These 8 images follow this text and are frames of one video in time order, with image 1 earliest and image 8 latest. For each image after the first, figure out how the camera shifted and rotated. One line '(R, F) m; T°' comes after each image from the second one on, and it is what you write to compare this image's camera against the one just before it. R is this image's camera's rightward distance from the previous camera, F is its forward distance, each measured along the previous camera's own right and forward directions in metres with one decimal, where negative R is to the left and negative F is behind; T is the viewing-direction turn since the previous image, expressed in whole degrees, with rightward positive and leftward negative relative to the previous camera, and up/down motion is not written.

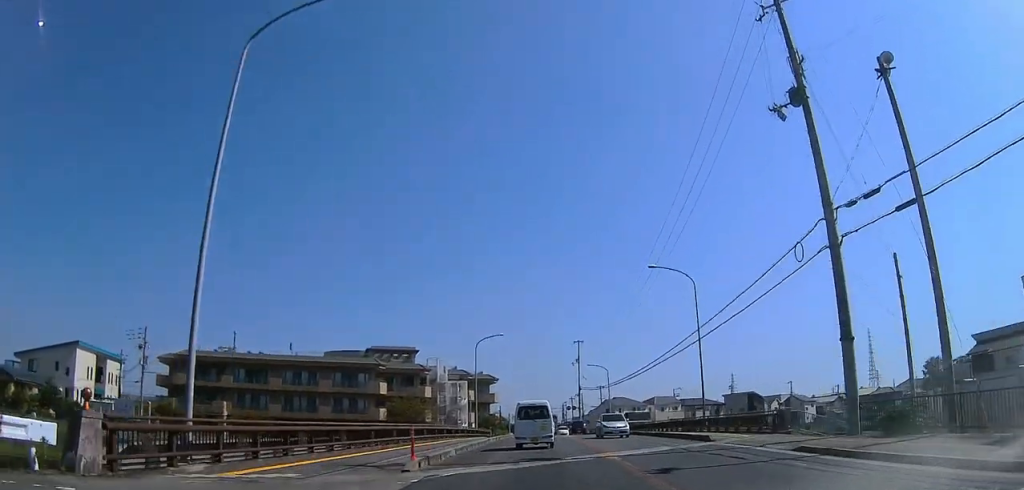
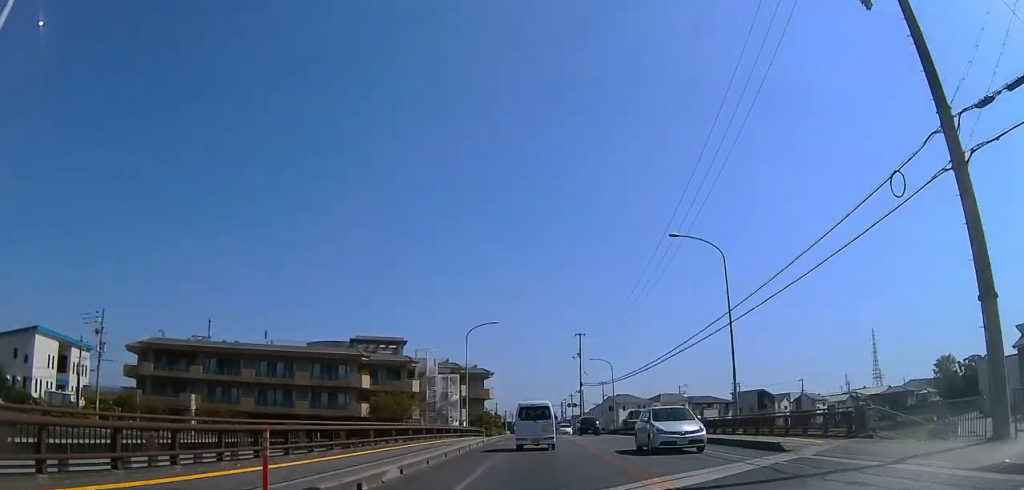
(-0.9, +7.9) m; 0°
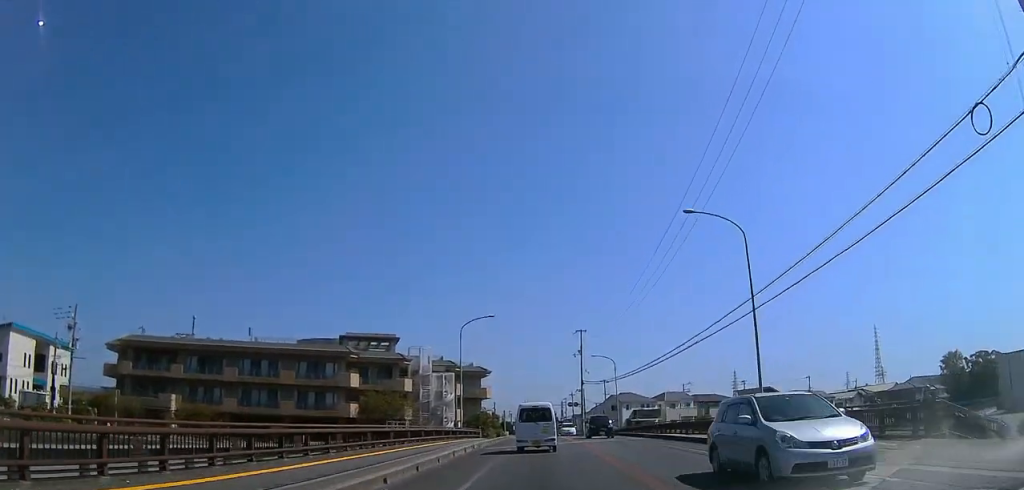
(+0.3, +4.4) m; +2°
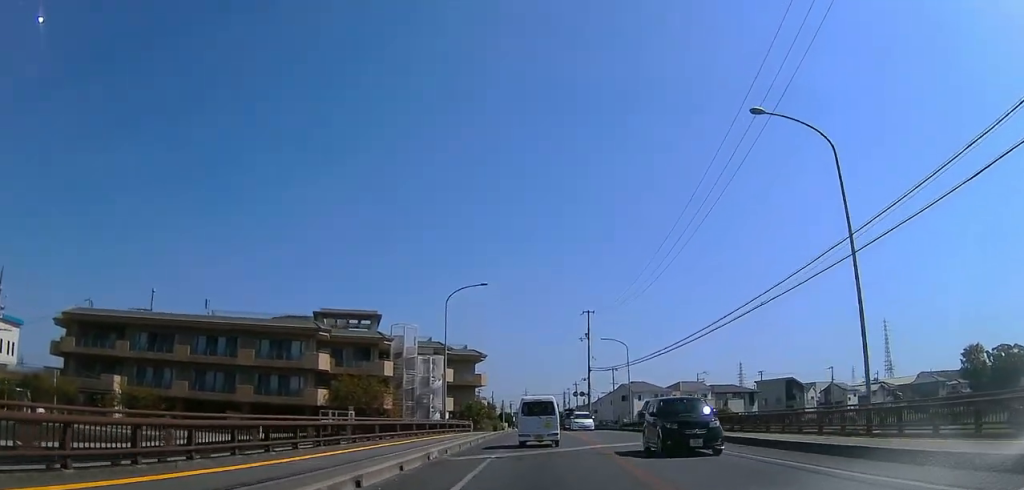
(+0.9, +11.2) m; +5°
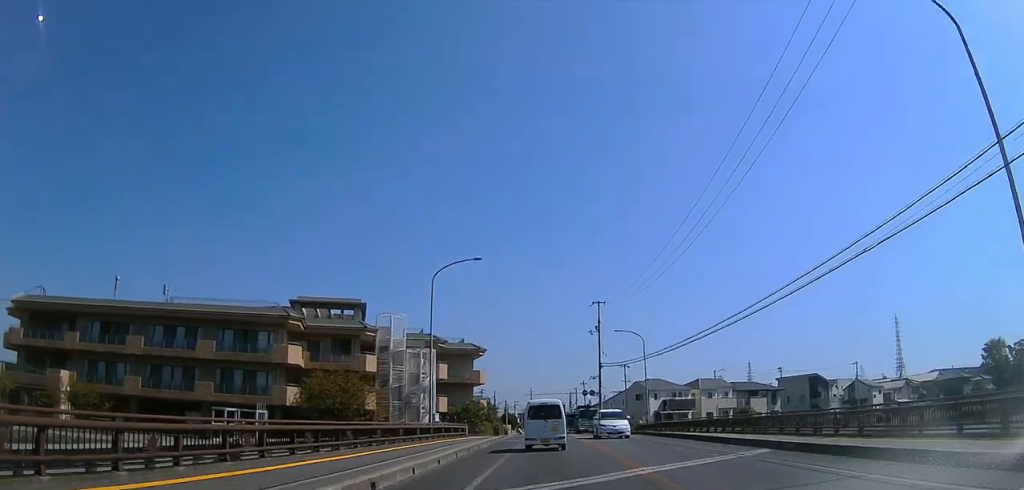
(+0.1, +9.2) m; 0°
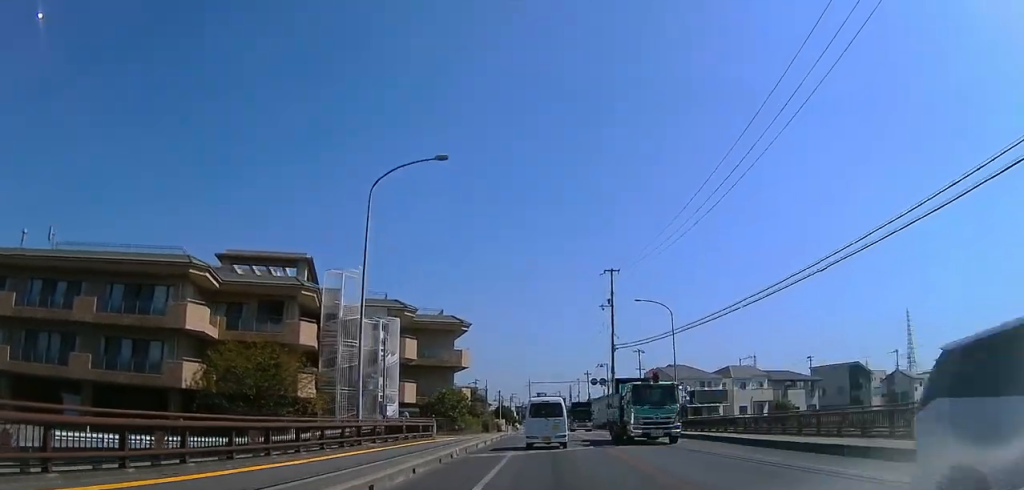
(0.0, +16.4) m; 0°
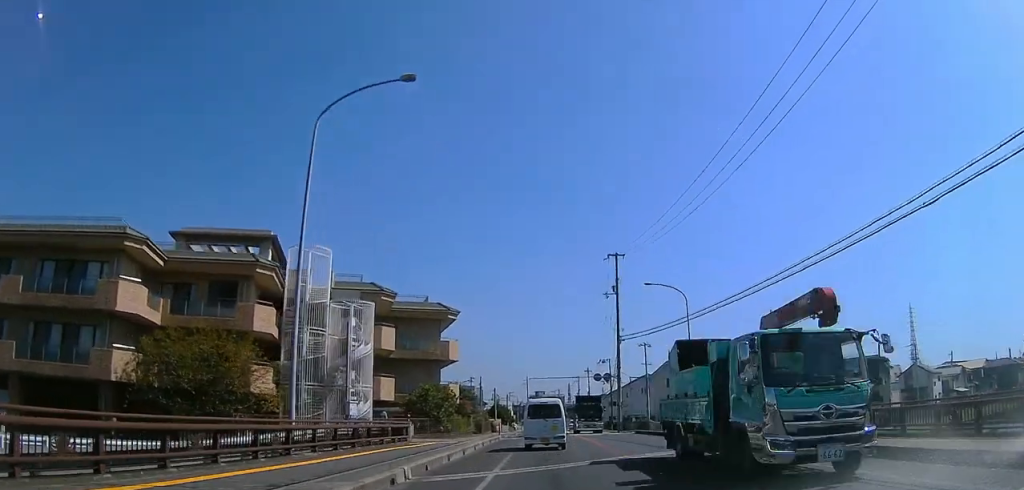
(0.0, +6.8) m; 0°
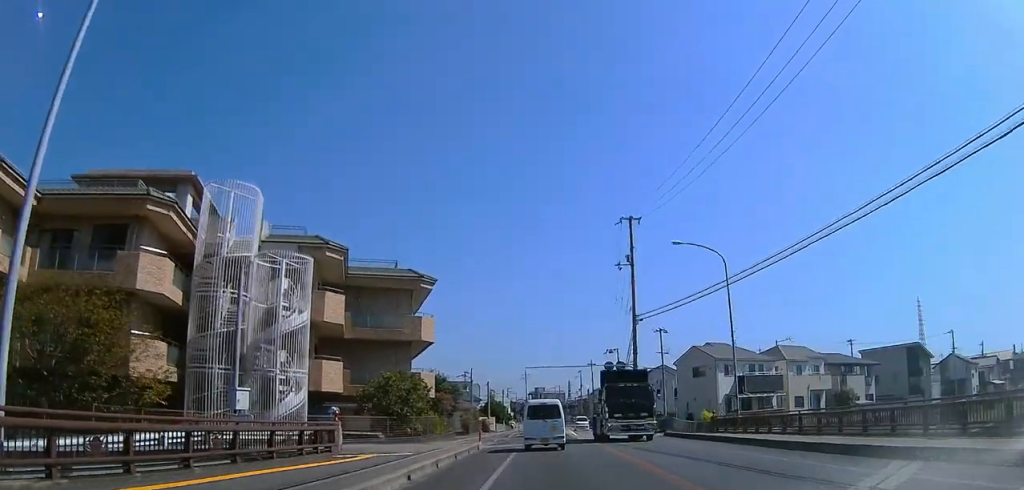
(0.0, +11.2) m; 0°
